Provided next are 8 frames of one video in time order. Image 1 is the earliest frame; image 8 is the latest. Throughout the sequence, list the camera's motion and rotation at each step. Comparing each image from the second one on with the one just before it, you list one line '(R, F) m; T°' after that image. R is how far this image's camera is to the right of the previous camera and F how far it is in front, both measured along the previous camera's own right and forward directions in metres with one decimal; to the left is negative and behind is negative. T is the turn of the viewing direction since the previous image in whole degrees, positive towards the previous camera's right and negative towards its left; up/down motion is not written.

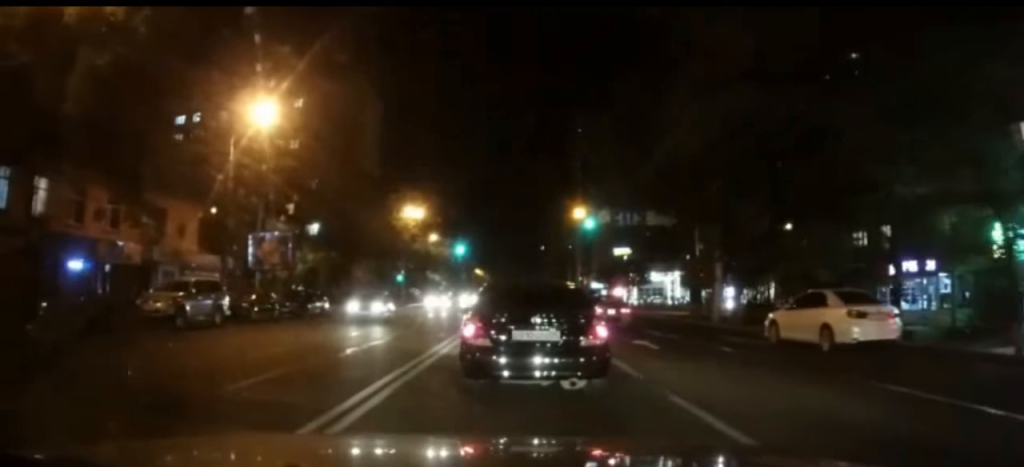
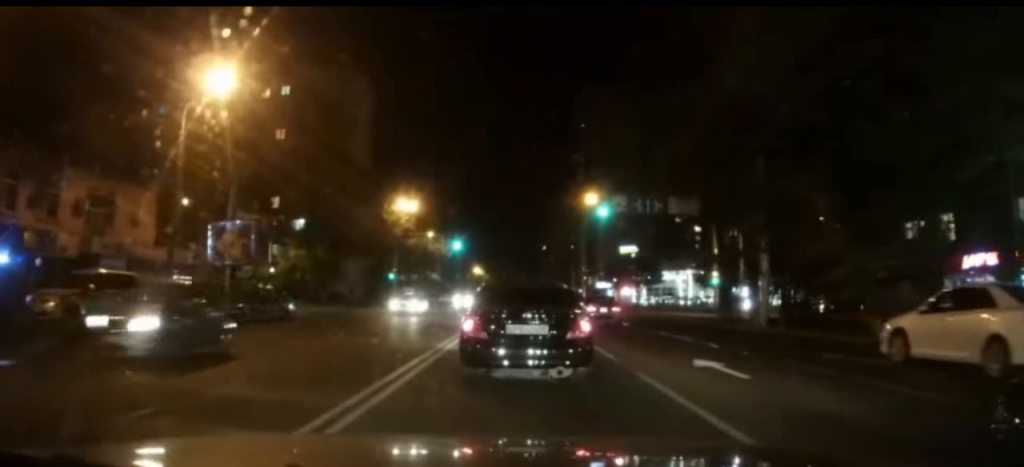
(-0.2, +5.8) m; 0°
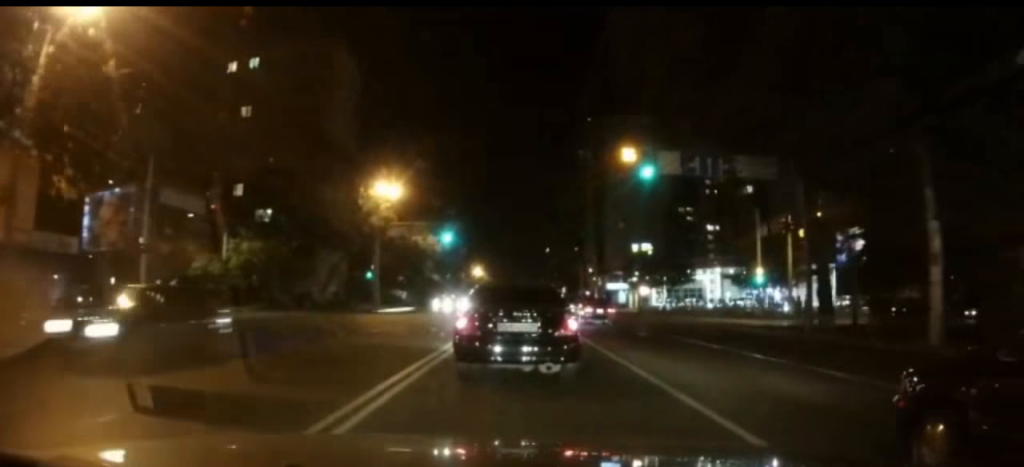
(+0.2, +11.0) m; +1°
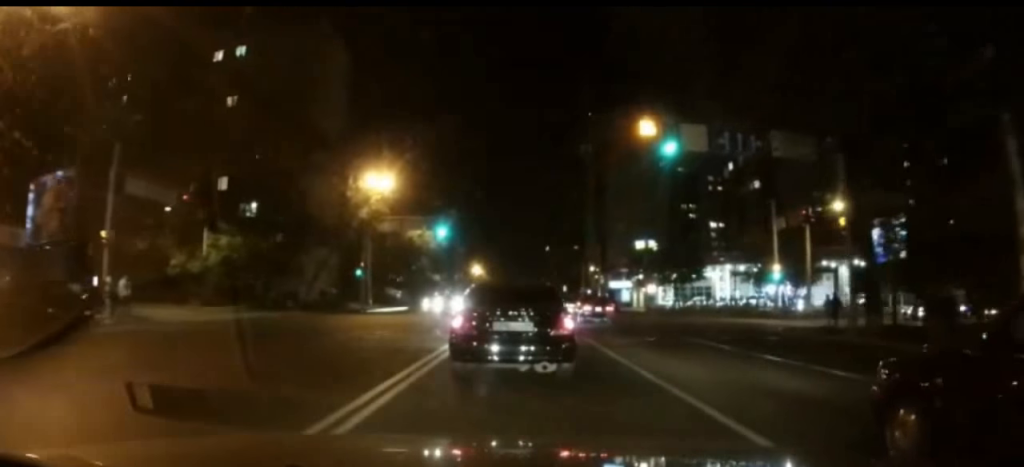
(0.0, +3.6) m; 0°
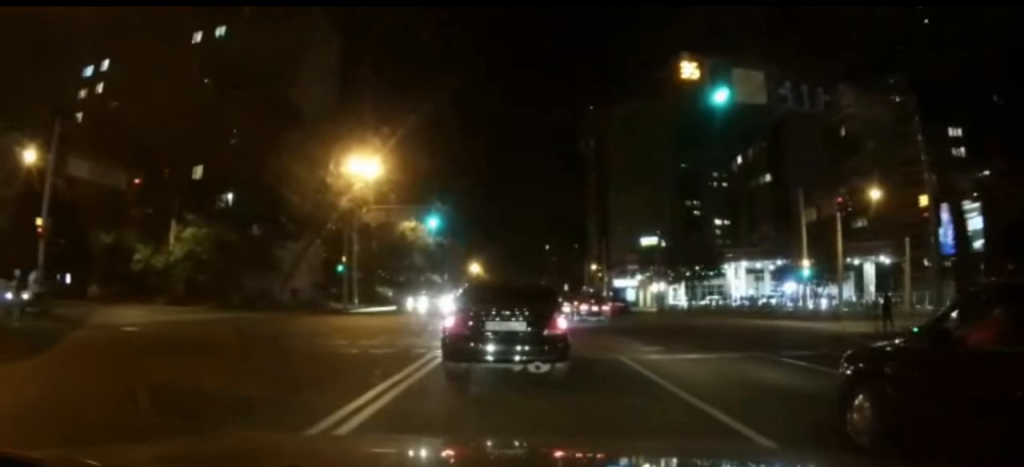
(0.0, +5.4) m; +1°
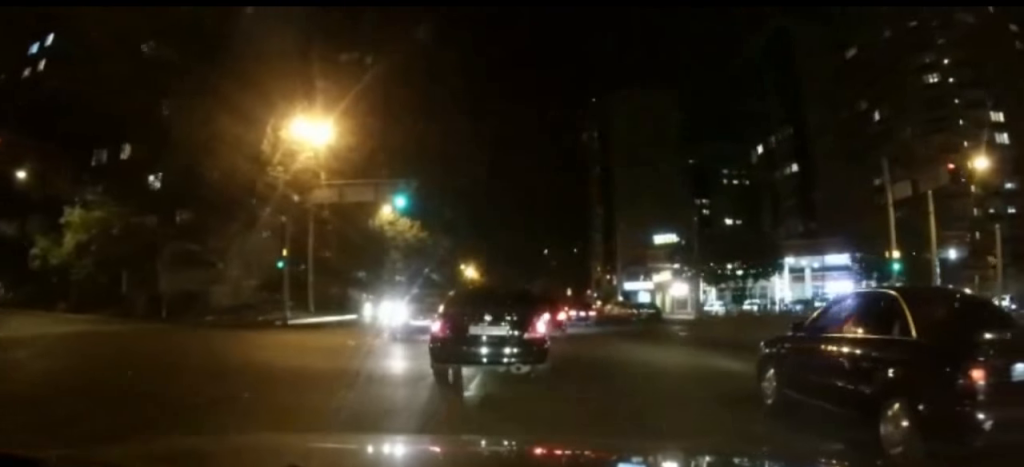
(+0.2, +12.8) m; 0°
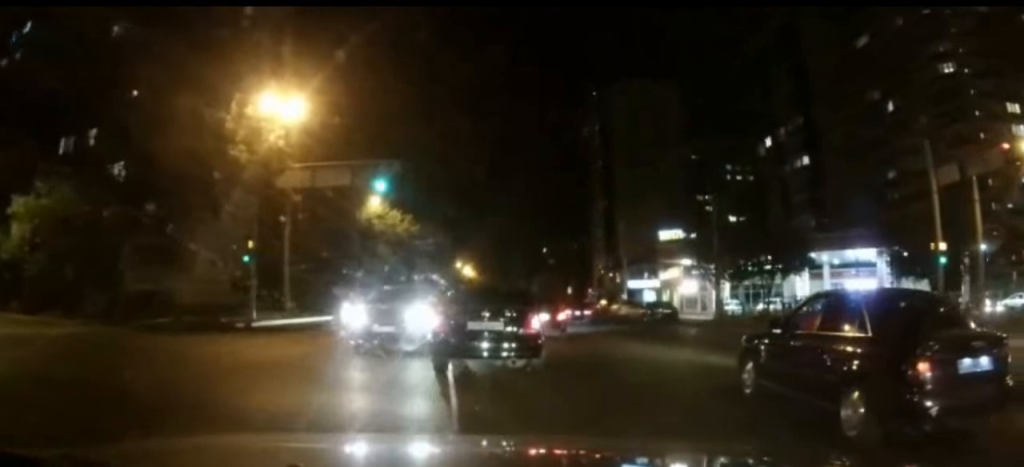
(-0.1, +4.7) m; -1°
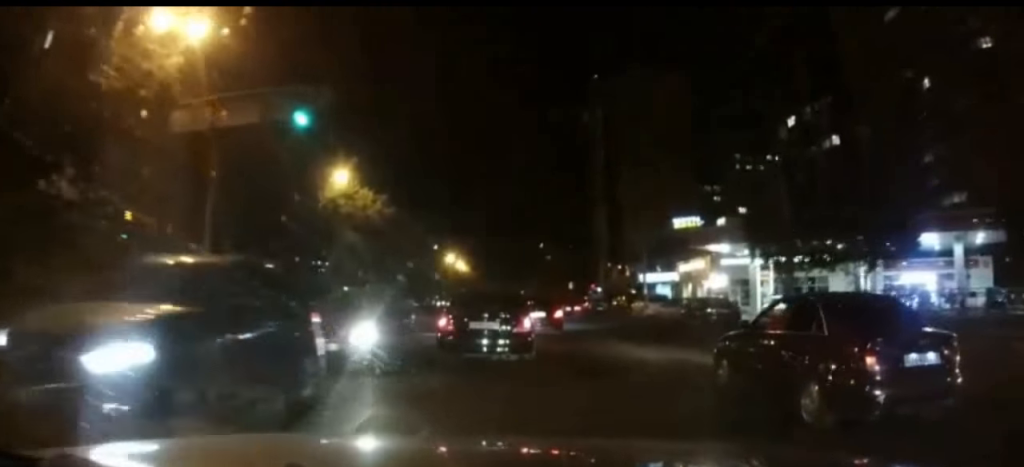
(-0.1, +11.3) m; -1°
